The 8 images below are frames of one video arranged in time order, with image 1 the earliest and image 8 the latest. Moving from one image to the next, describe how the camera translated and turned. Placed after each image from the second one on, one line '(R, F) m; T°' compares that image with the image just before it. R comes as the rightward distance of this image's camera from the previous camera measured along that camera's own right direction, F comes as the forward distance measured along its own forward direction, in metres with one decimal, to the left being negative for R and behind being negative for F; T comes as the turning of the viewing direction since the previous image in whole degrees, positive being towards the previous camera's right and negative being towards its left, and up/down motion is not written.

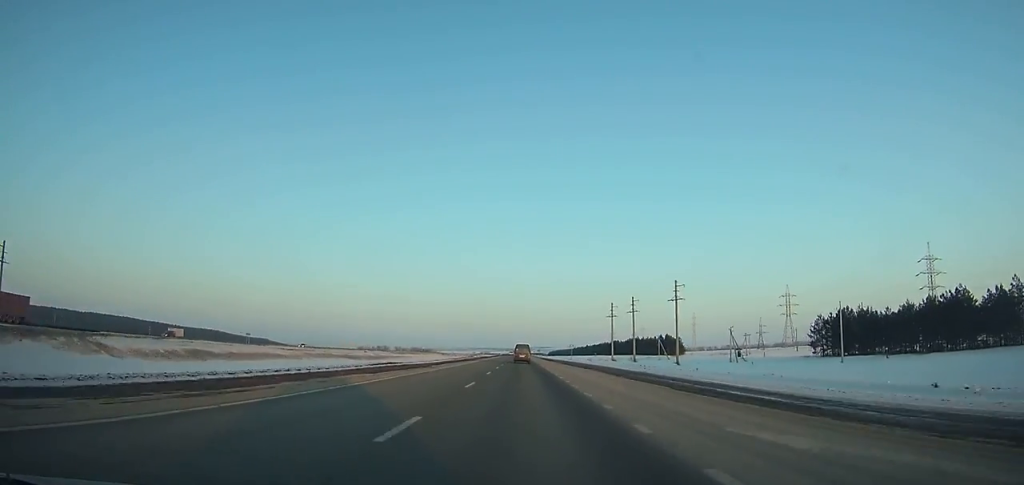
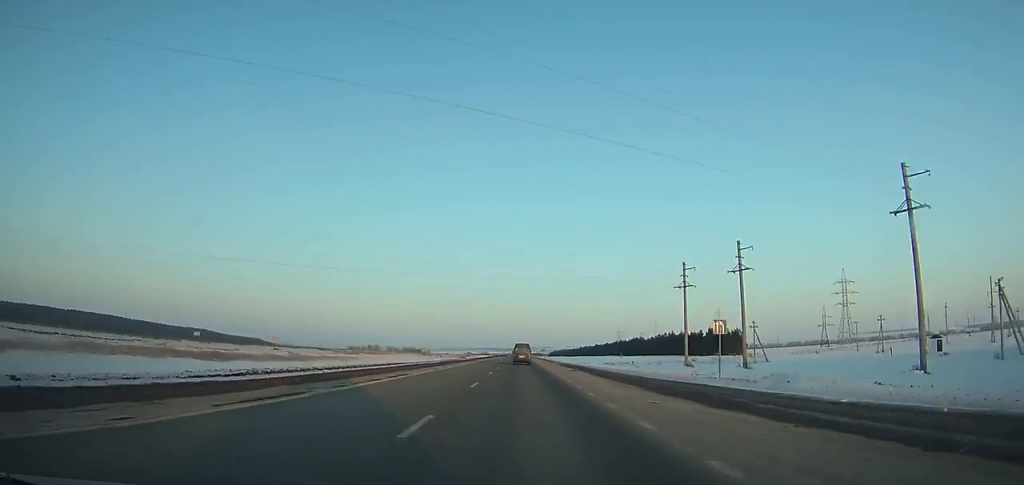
(+0.1, +83.0) m; 0°
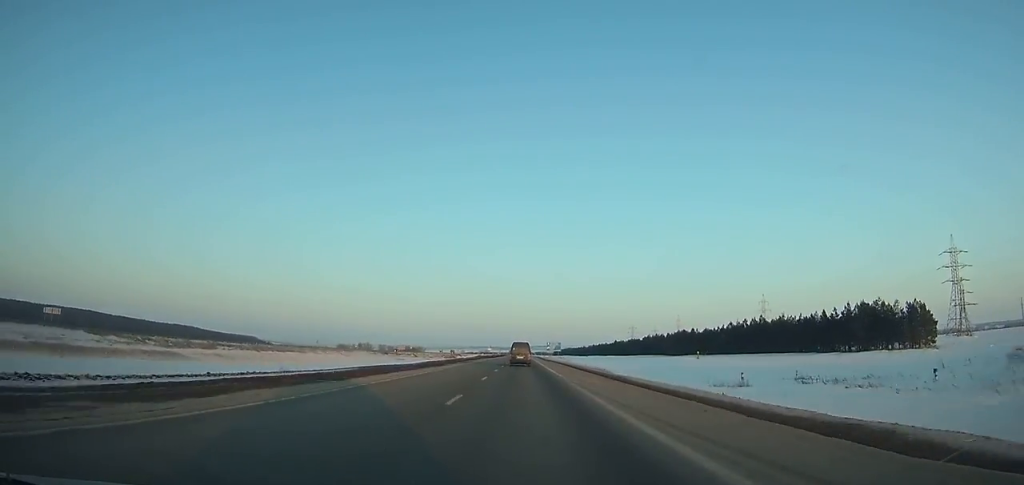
(-0.6, +102.7) m; 0°
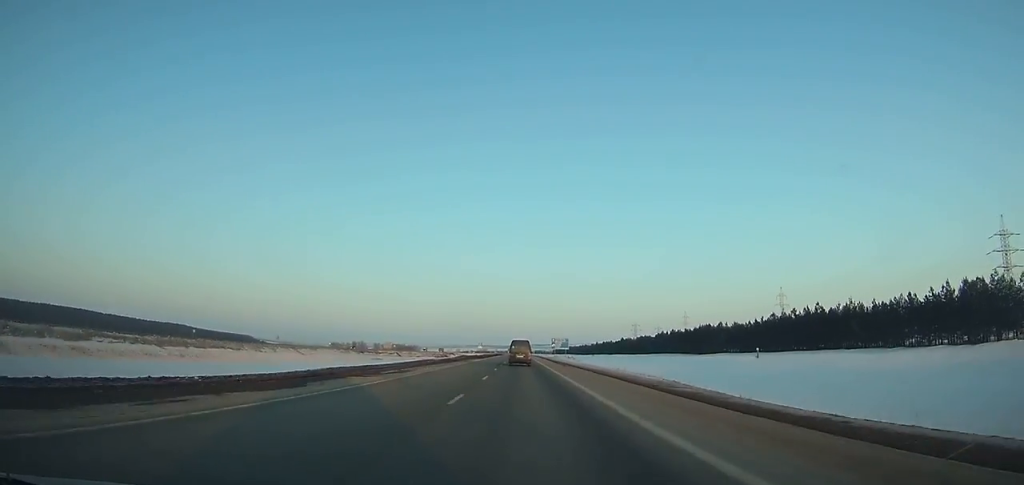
(-0.2, +36.5) m; 0°
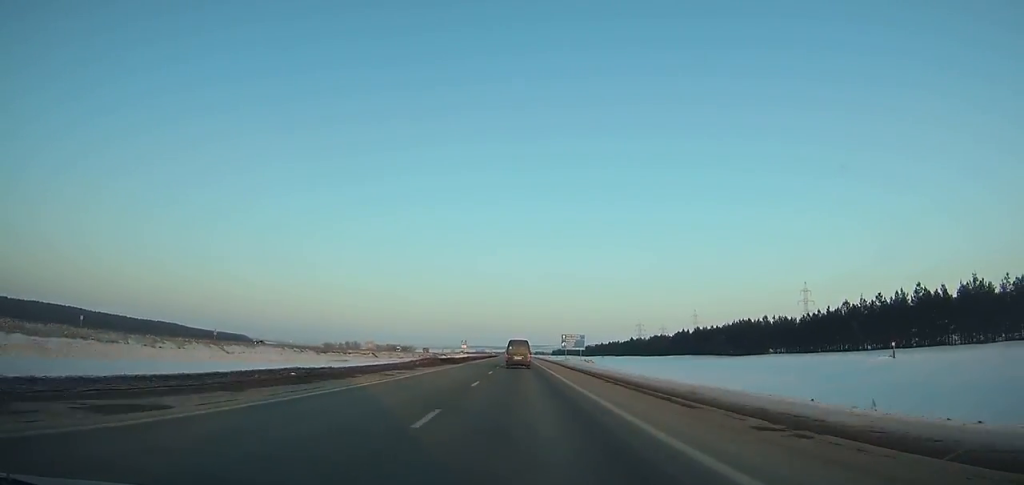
(+0.2, +38.6) m; 0°
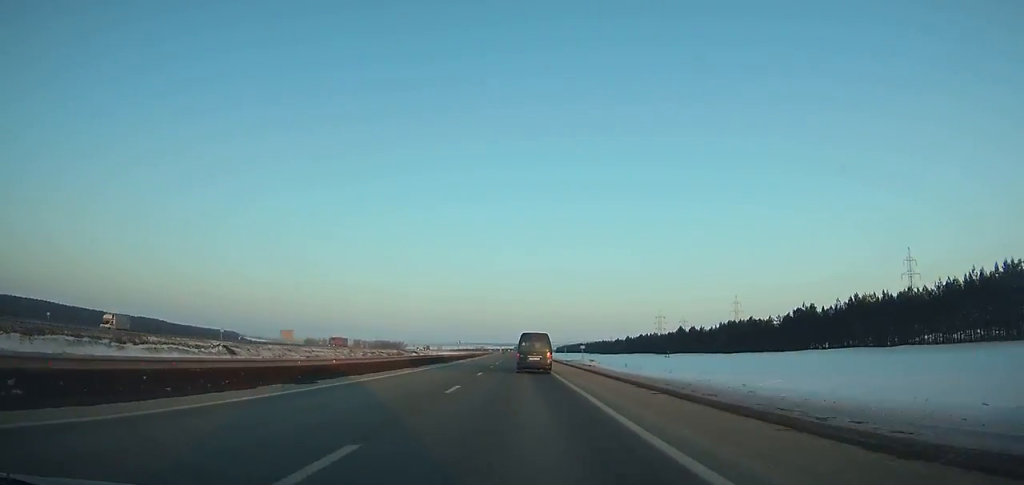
(-0.1, +111.1) m; 0°
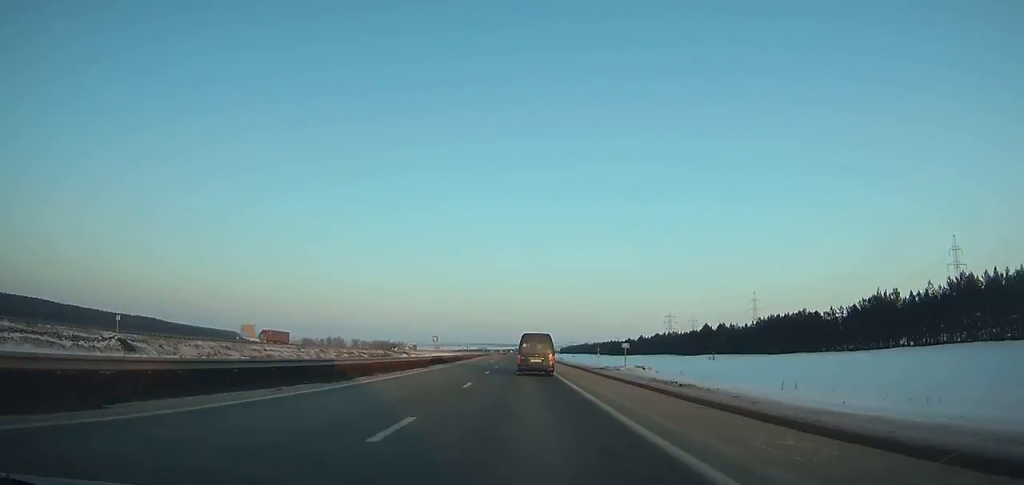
(-0.2, +32.4) m; 0°
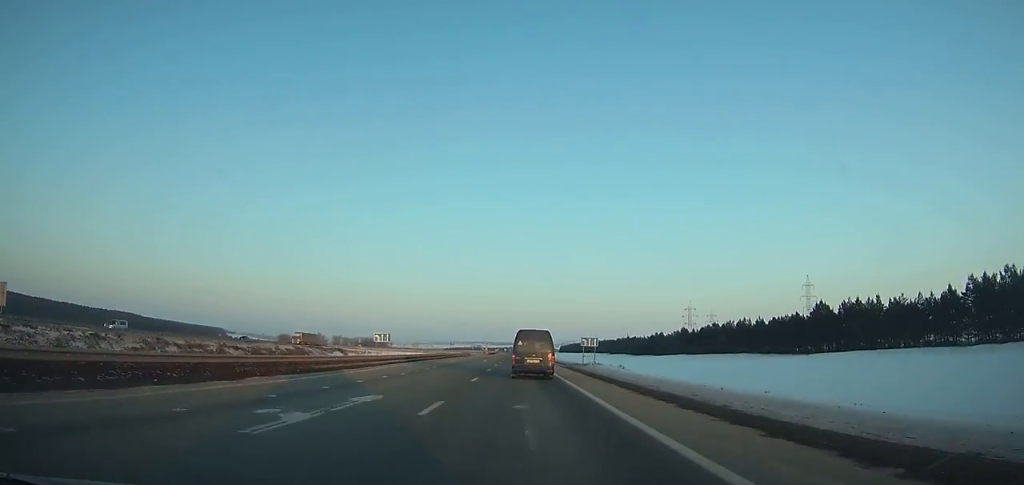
(+0.3, +93.1) m; 0°
